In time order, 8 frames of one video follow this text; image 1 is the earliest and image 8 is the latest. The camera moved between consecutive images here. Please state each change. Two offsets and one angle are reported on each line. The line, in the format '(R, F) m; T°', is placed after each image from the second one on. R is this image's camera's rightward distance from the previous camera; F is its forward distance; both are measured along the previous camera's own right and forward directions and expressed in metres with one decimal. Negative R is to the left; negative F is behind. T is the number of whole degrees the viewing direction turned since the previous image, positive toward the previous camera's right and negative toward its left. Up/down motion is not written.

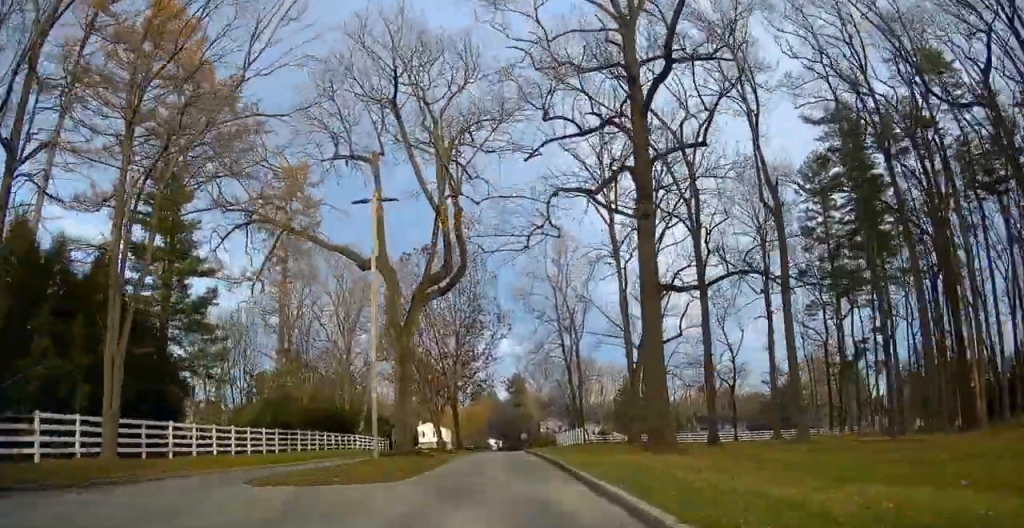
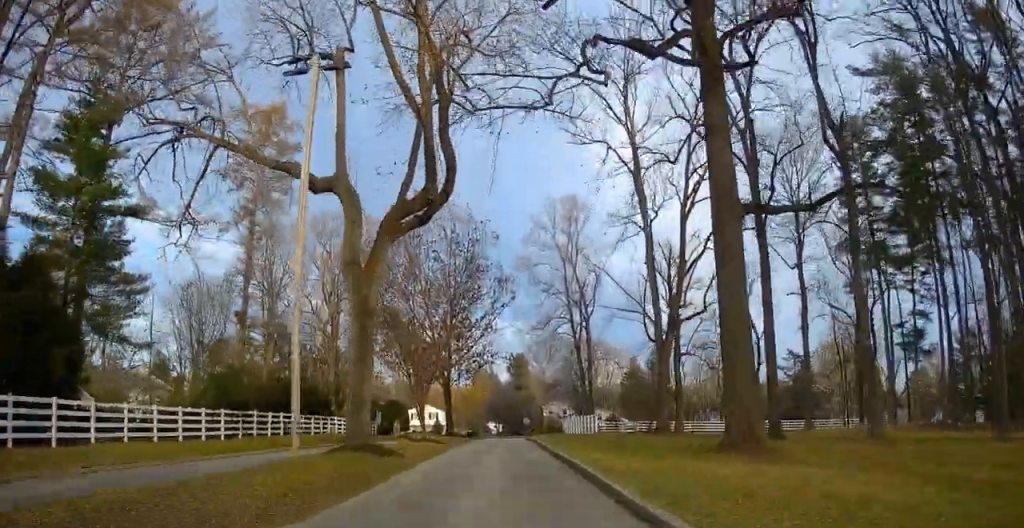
(-0.3, +9.2) m; -1°
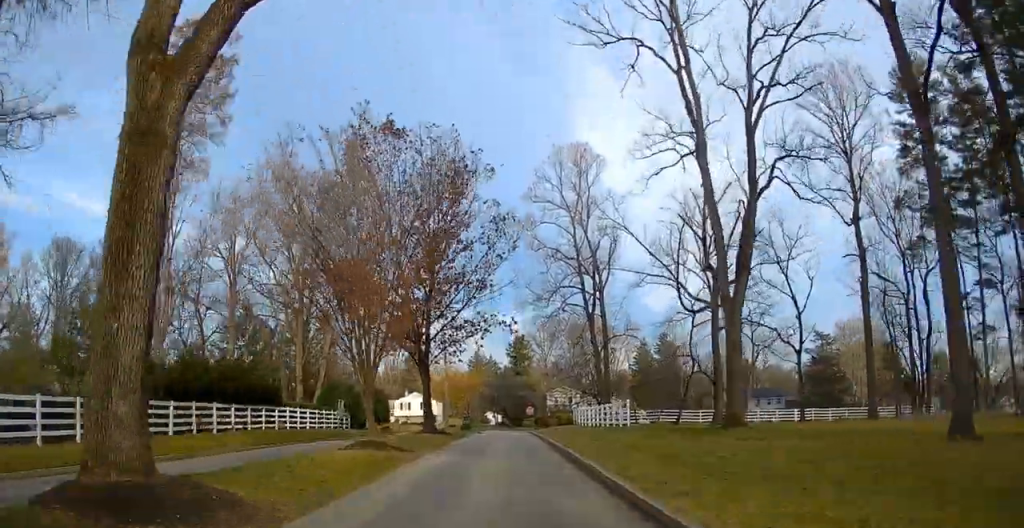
(+0.1, +13.6) m; +1°
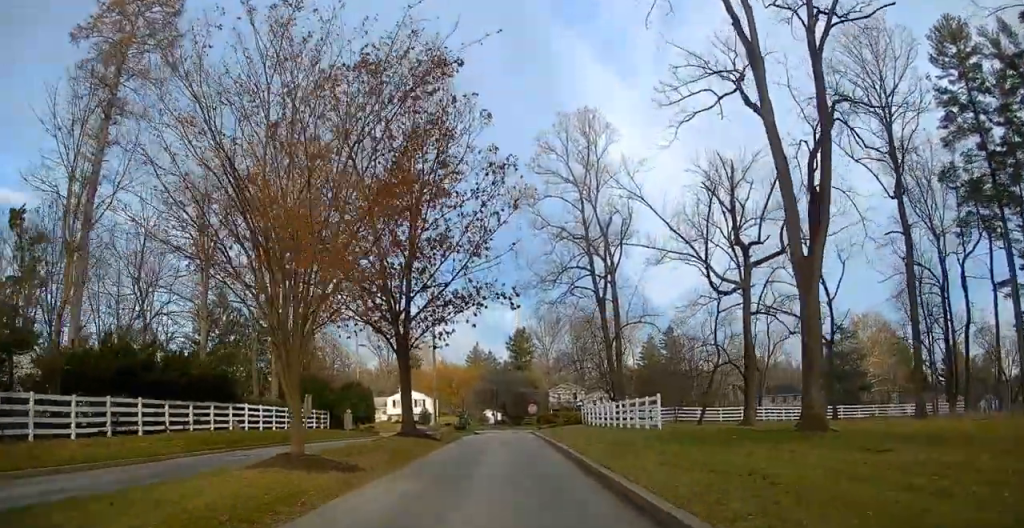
(0.0, +7.4) m; 0°
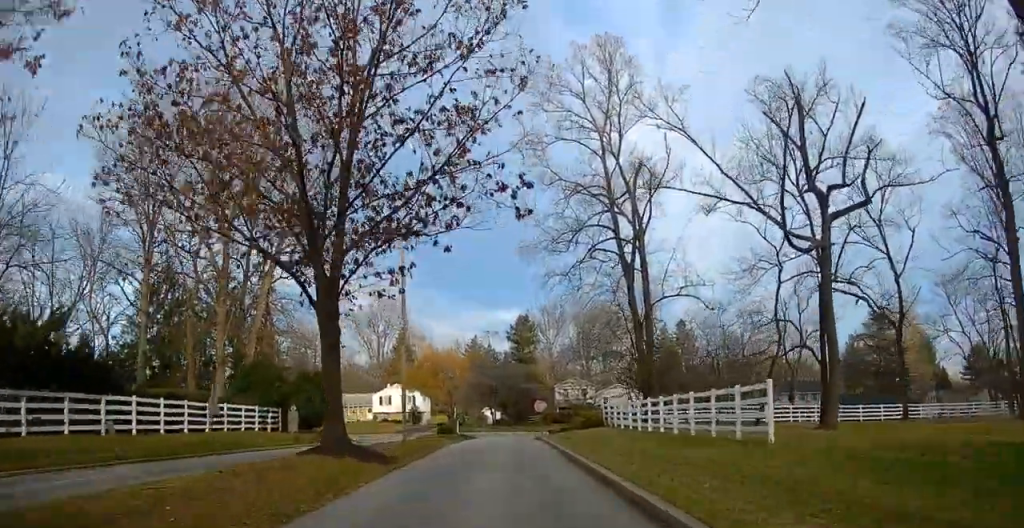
(0.0, +13.0) m; +1°
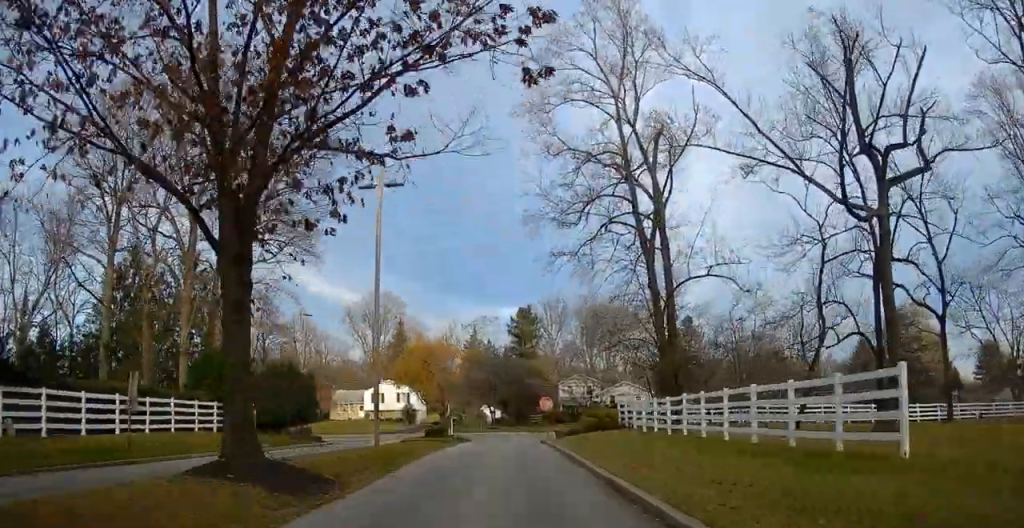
(+0.1, +6.3) m; 0°
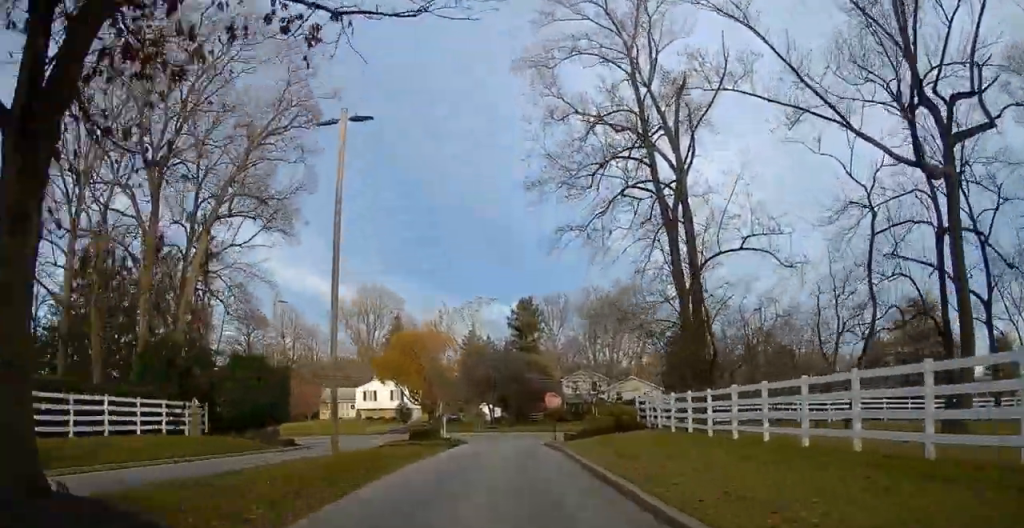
(0.0, +5.6) m; 0°
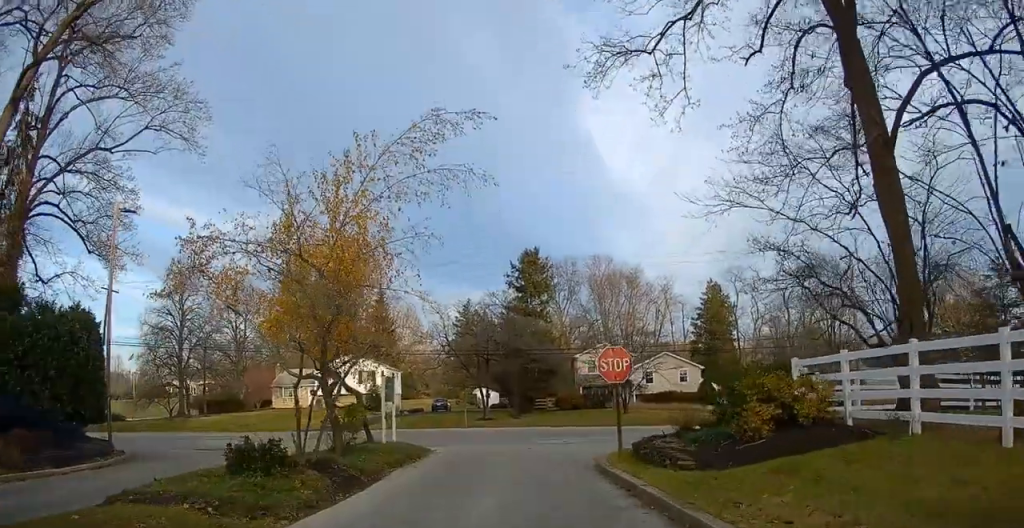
(+0.2, +18.7) m; +3°
